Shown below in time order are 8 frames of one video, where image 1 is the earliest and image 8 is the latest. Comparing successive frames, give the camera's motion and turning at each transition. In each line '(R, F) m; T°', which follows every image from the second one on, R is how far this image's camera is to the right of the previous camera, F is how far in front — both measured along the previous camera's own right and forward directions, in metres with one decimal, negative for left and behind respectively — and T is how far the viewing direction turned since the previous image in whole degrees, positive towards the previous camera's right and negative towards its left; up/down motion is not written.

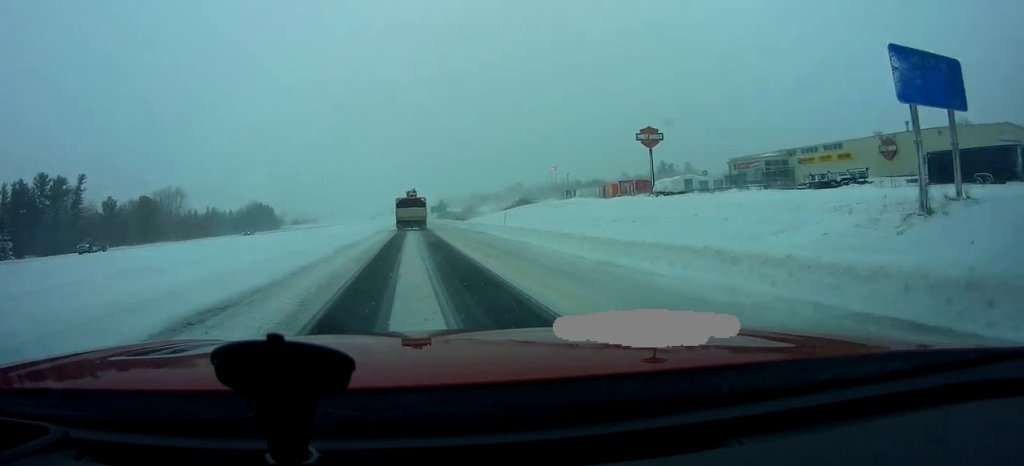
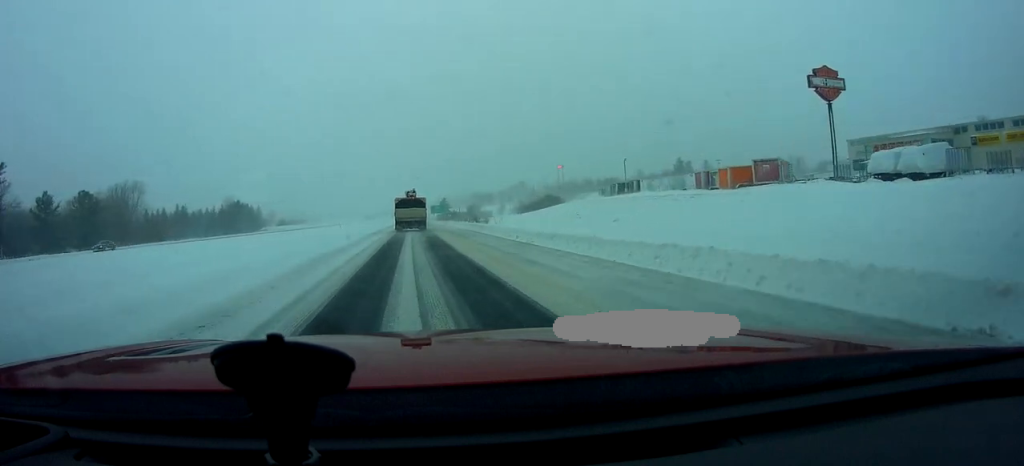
(+0.1, +34.5) m; +1°
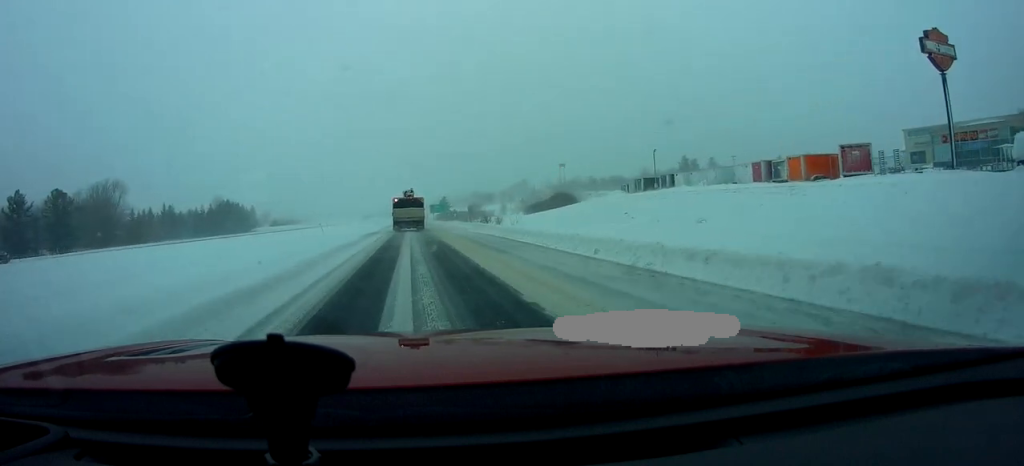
(+0.1, +11.9) m; 0°
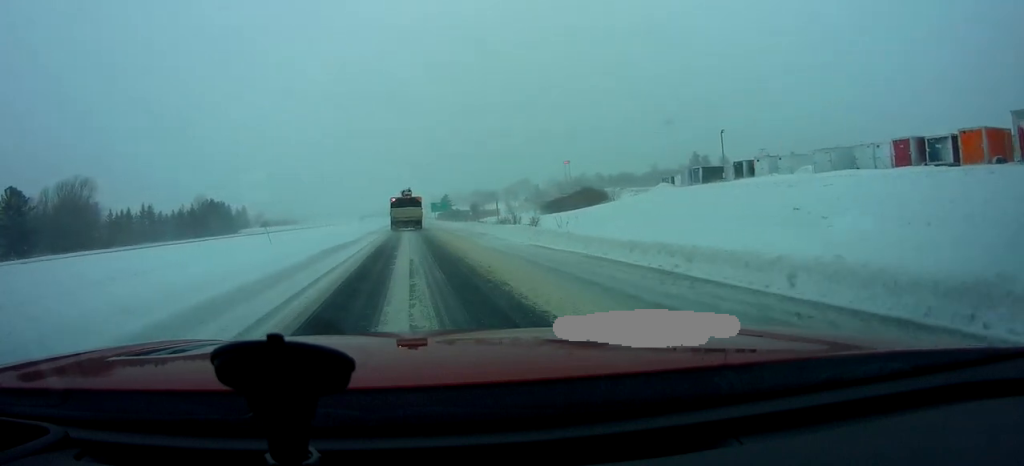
(0.0, +18.5) m; 0°
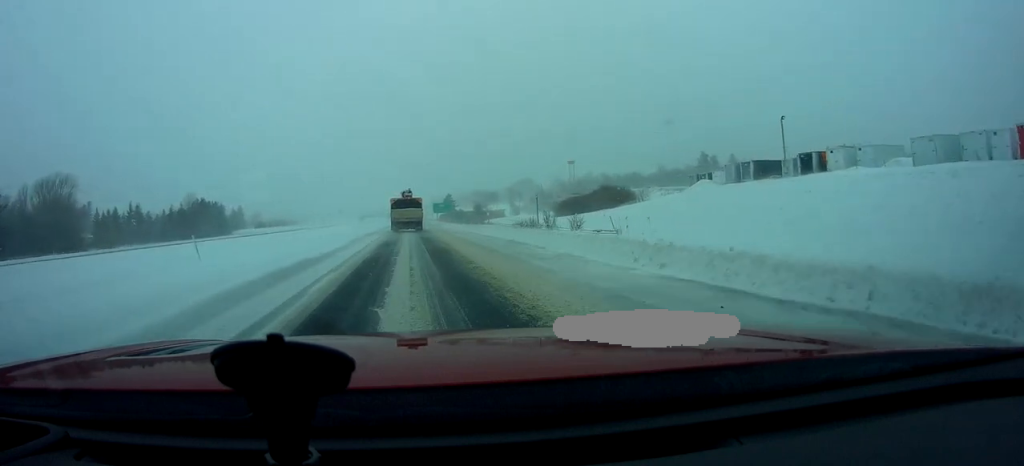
(0.0, +11.1) m; 0°
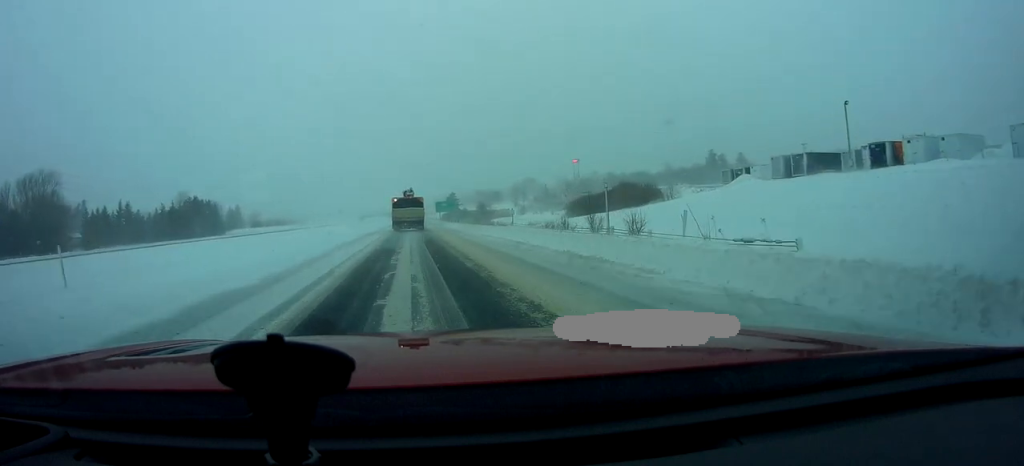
(0.0, +8.8) m; 0°
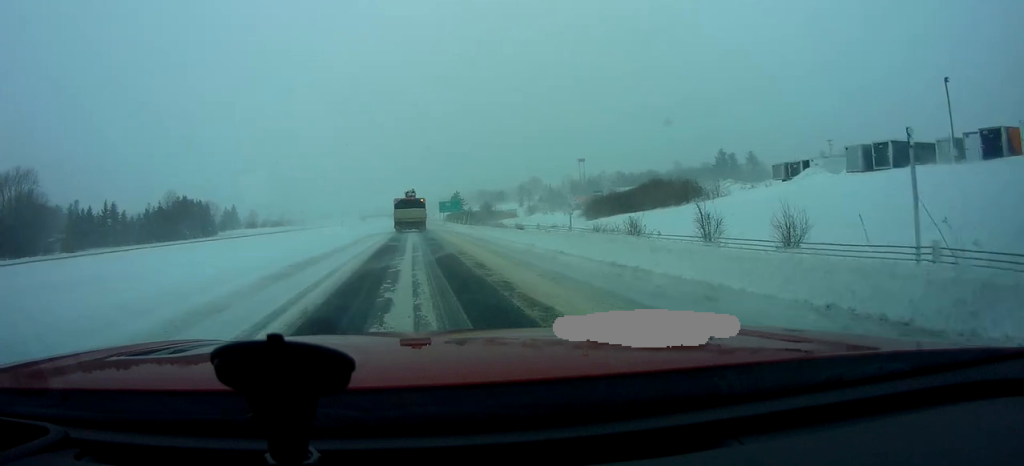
(+0.1, +10.9) m; -1°
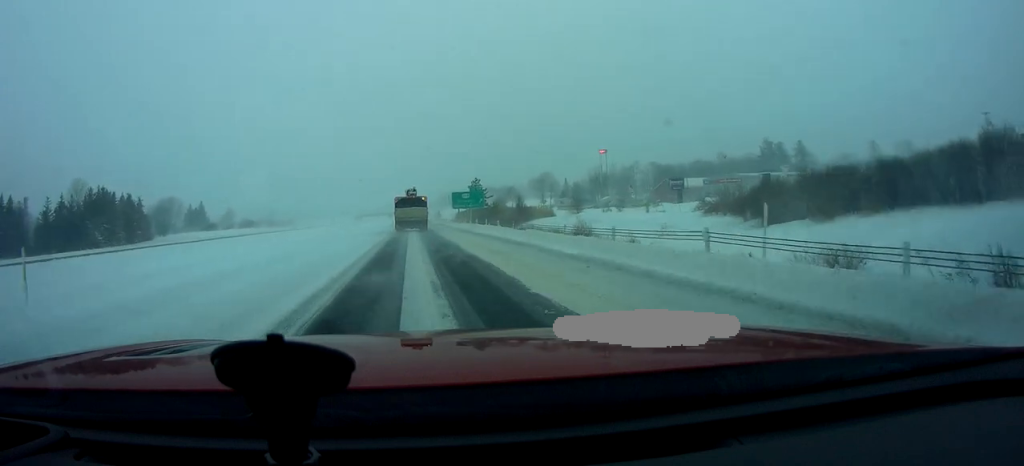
(-0.6, +54.2) m; +1°
